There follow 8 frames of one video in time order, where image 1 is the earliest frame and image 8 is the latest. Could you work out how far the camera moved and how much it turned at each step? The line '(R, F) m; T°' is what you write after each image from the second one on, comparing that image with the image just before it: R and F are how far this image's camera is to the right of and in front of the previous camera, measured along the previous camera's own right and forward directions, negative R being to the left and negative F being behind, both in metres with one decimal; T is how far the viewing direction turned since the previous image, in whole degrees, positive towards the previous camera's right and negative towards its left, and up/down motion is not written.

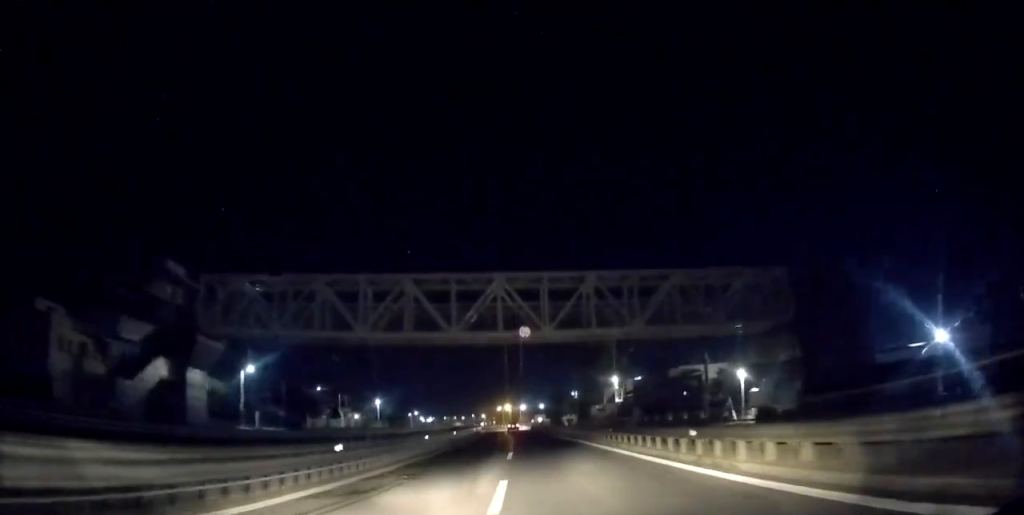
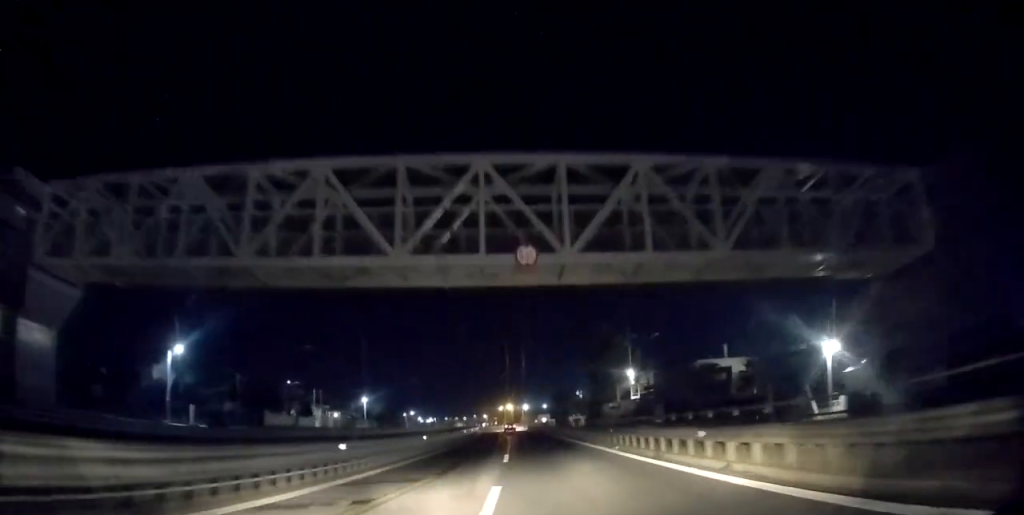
(0.0, +12.8) m; 0°
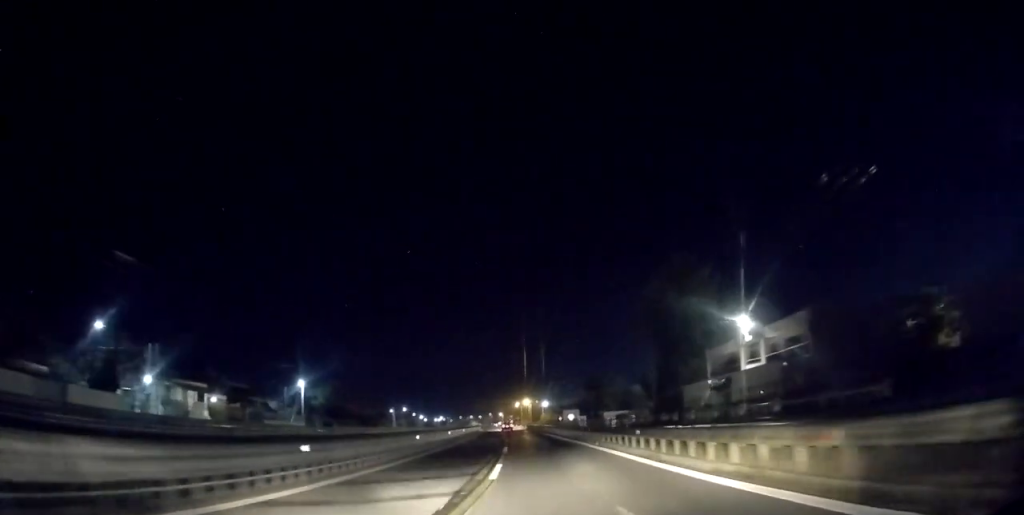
(-0.1, +41.7) m; -1°
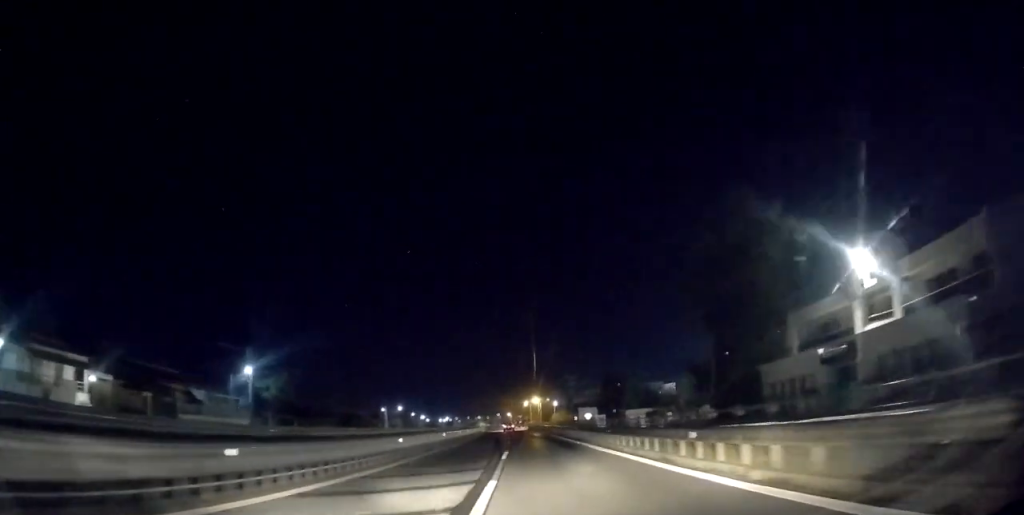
(-0.1, +18.3) m; -2°
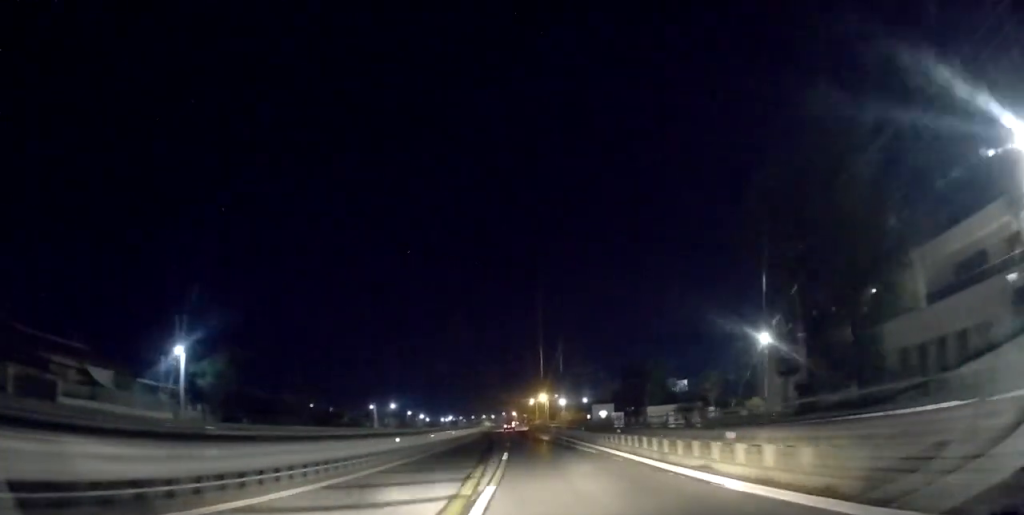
(-0.4, +14.2) m; -1°
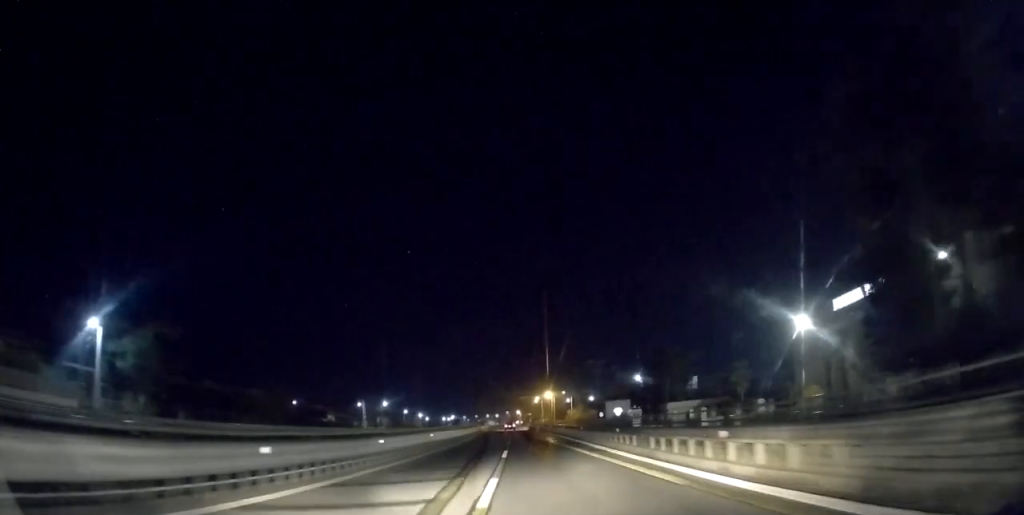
(-0.3, +11.5) m; 0°
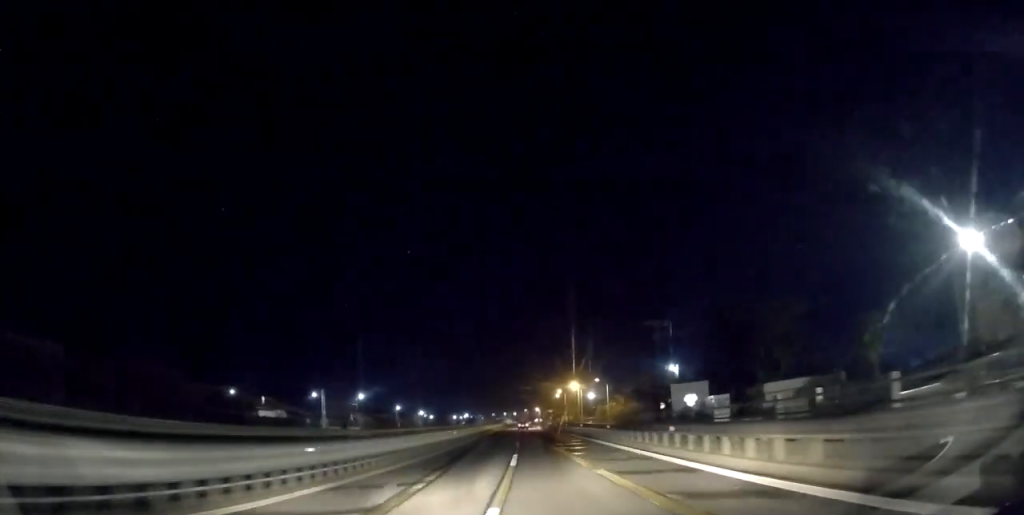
(+0.3, +30.9) m; 0°
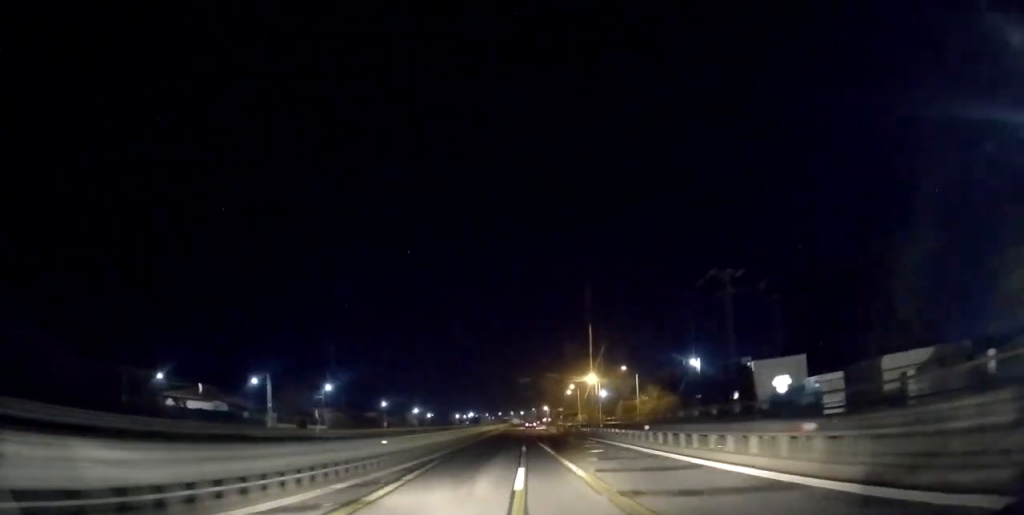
(-0.4, +19.5) m; -1°
